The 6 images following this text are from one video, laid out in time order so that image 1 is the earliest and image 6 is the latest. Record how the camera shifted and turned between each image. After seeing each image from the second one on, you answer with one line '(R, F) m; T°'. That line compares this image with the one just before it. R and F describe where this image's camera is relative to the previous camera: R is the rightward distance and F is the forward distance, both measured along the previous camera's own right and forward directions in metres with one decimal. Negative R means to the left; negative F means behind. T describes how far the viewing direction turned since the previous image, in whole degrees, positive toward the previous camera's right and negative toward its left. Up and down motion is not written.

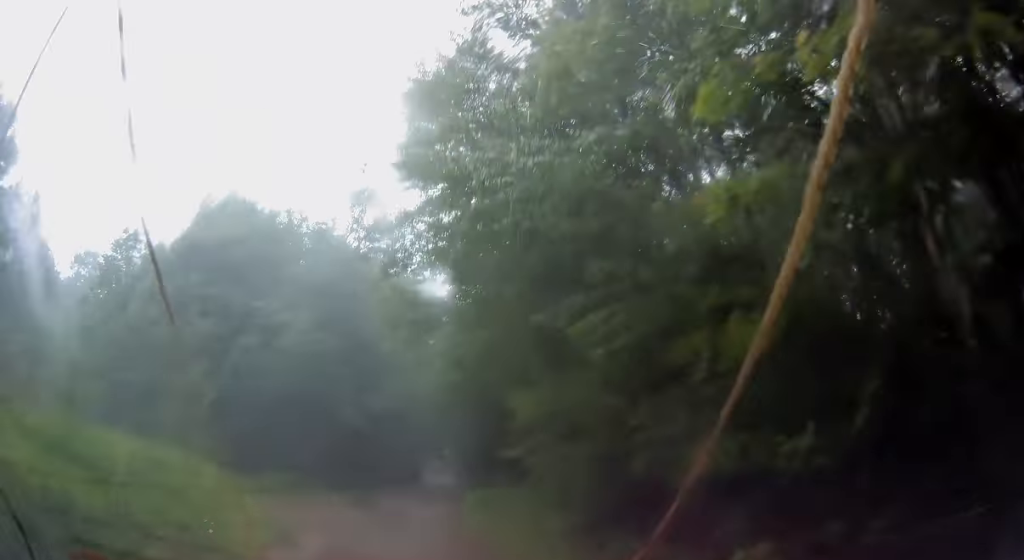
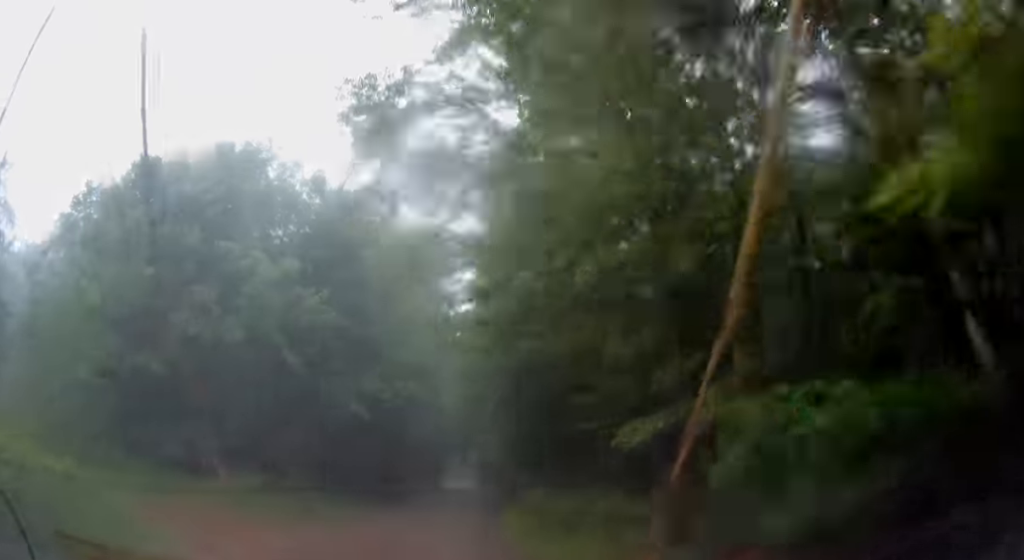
(-0.3, +7.4) m; -1°
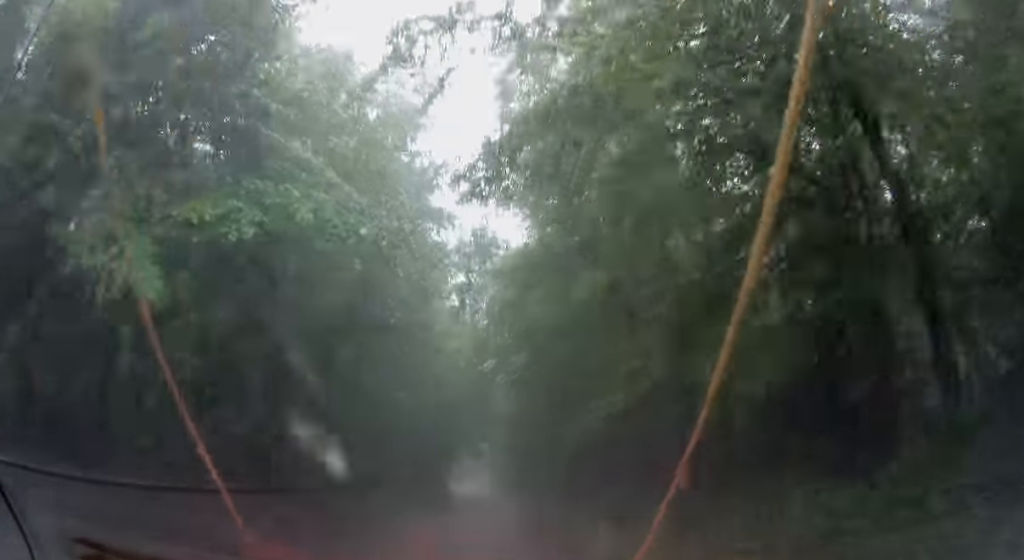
(+0.4, +15.5) m; +3°
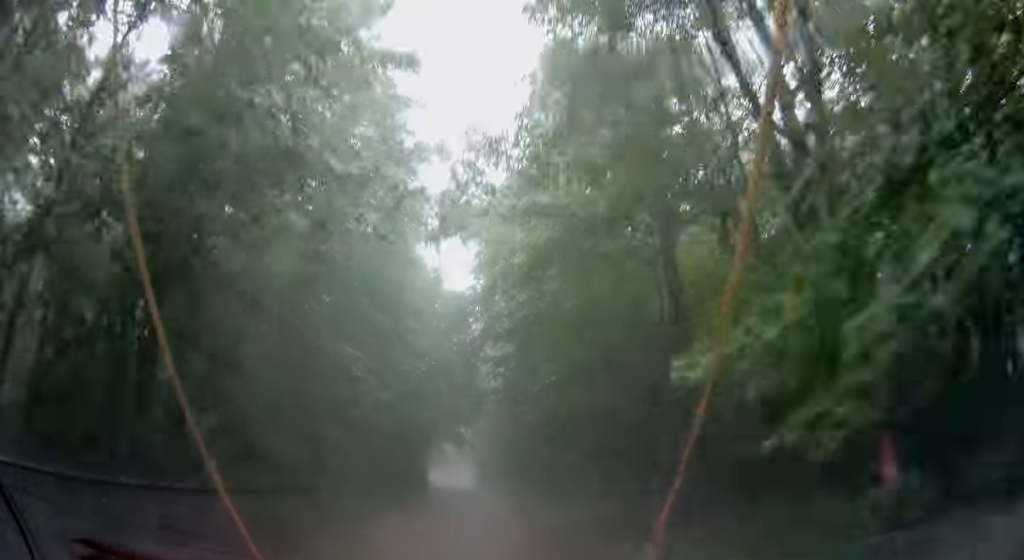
(-0.1, +5.9) m; +3°
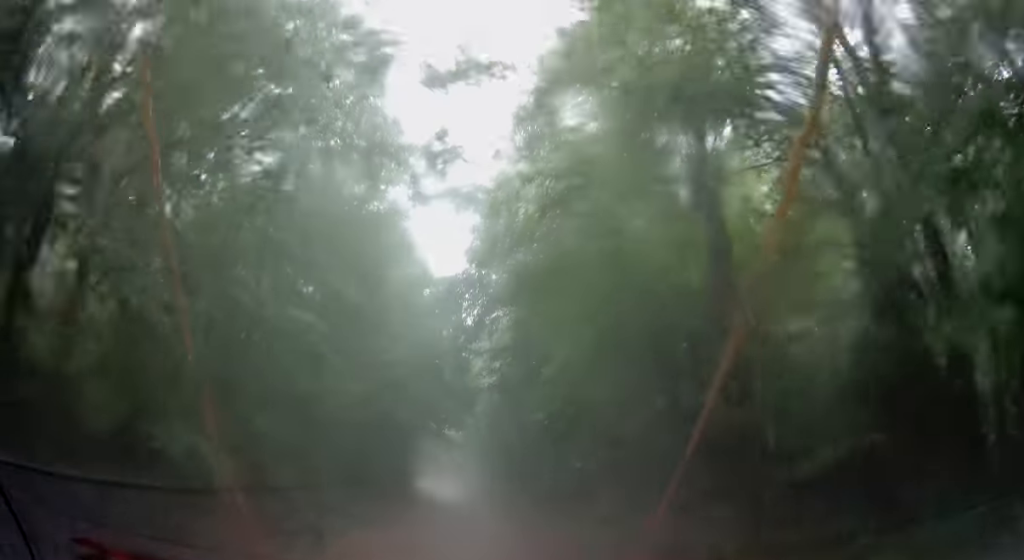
(+0.2, +3.4) m; +1°
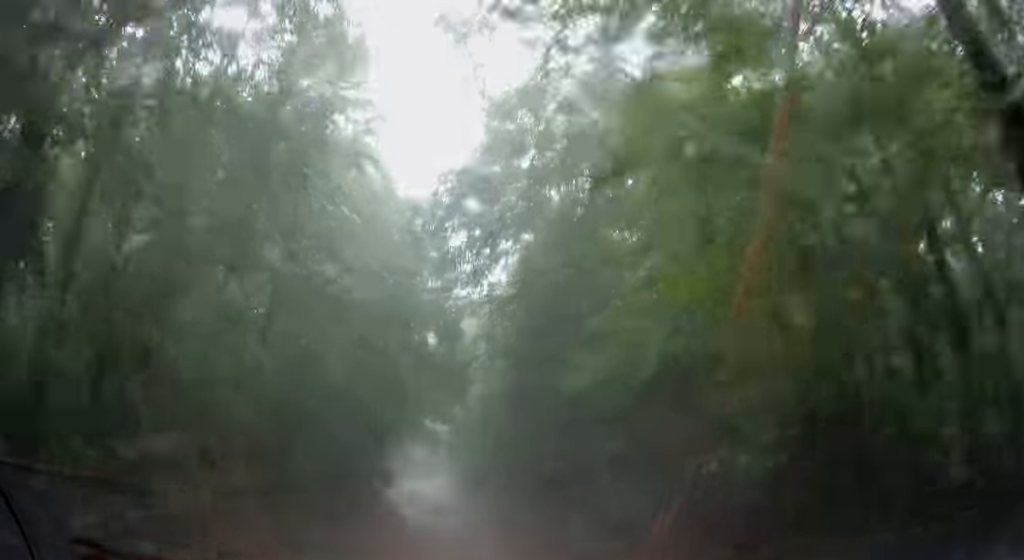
(+0.2, +7.5) m; +1°
